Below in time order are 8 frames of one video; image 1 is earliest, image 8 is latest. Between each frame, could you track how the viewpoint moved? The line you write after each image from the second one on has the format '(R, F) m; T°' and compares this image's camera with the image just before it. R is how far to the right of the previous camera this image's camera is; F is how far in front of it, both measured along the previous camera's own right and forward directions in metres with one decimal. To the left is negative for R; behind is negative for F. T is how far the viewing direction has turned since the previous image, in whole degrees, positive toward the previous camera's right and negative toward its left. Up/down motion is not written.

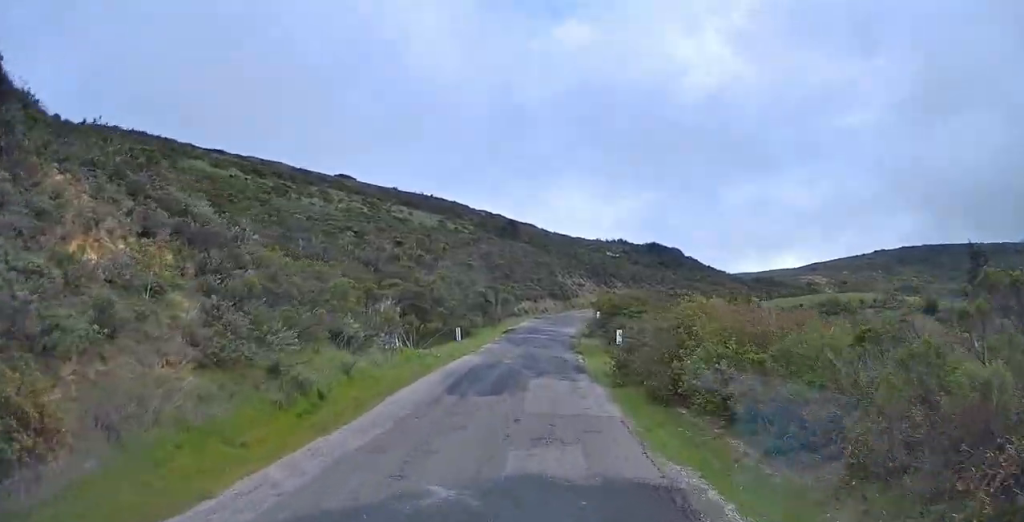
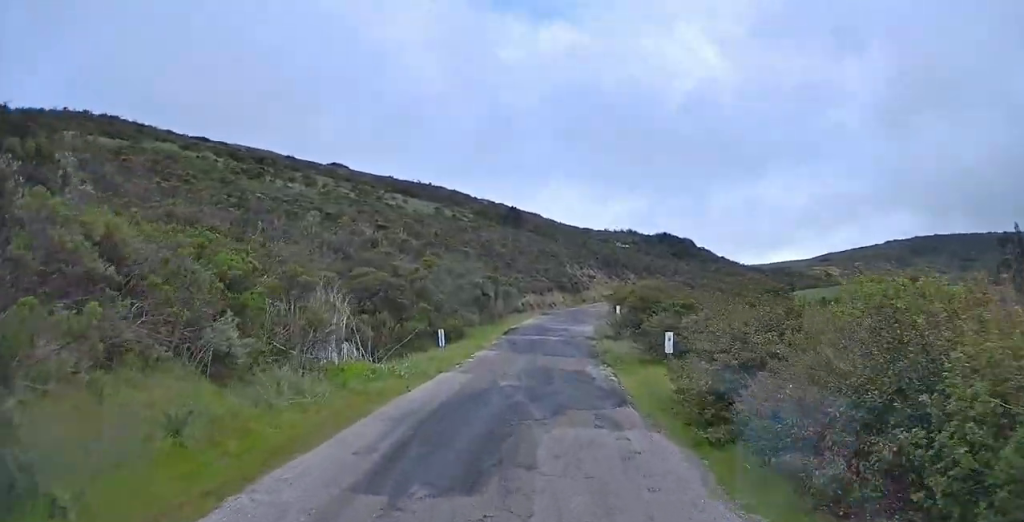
(+1.0, +8.6) m; +4°
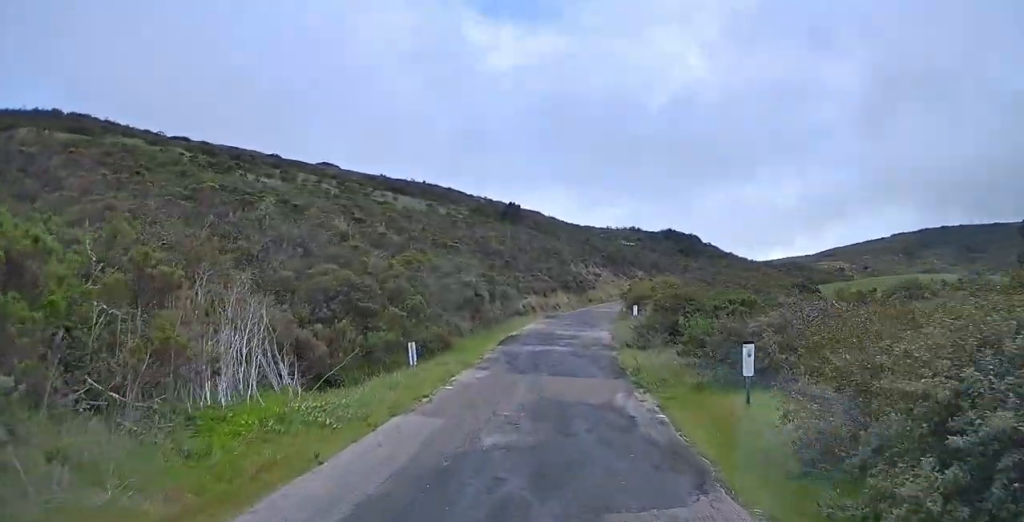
(0.0, +6.9) m; +3°
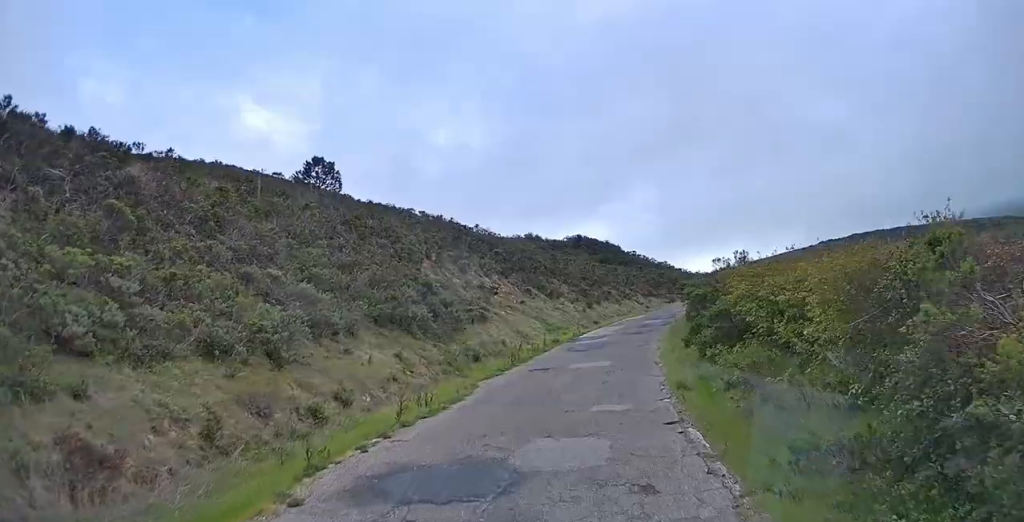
(+2.5, +49.4) m; -8°
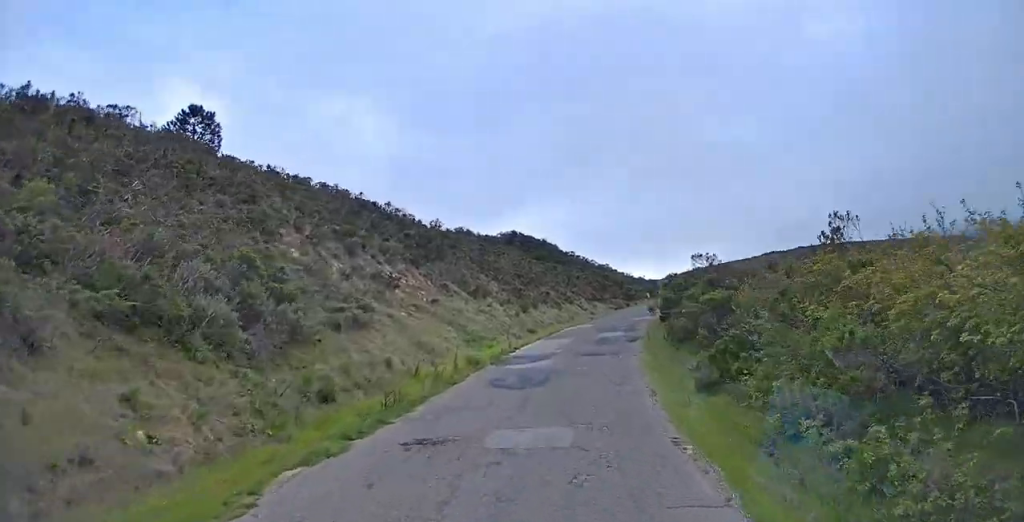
(-1.4, +10.3) m; +6°
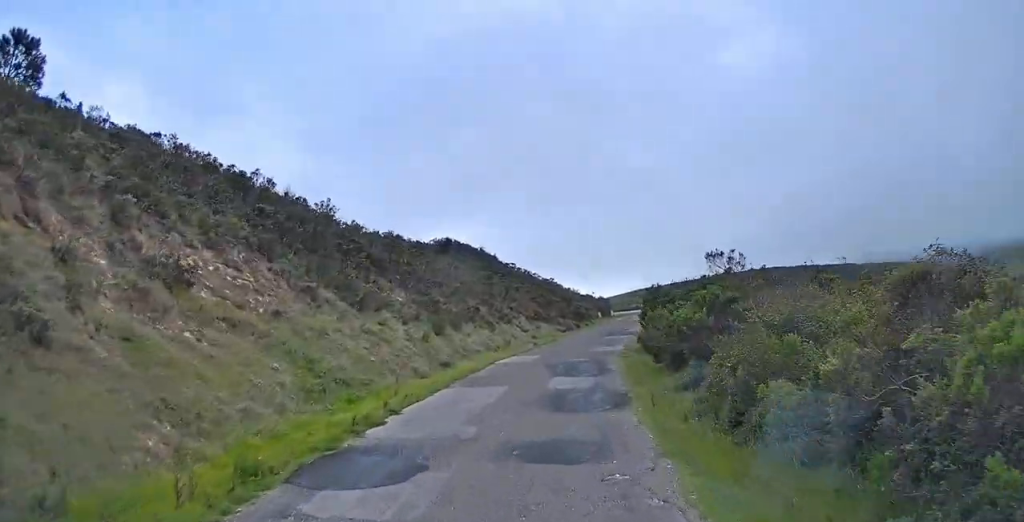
(+3.3, +11.3) m; +16°
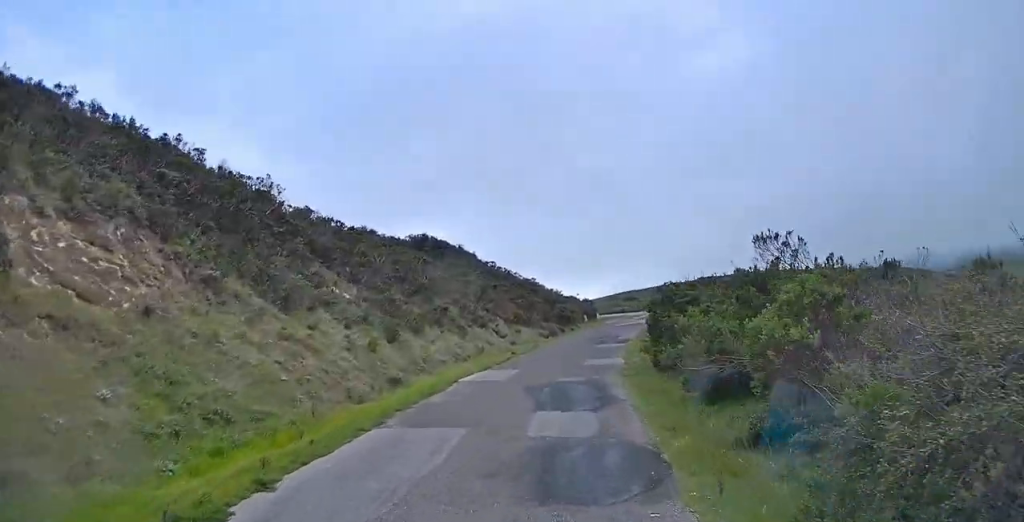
(0.0, +5.4) m; +1°
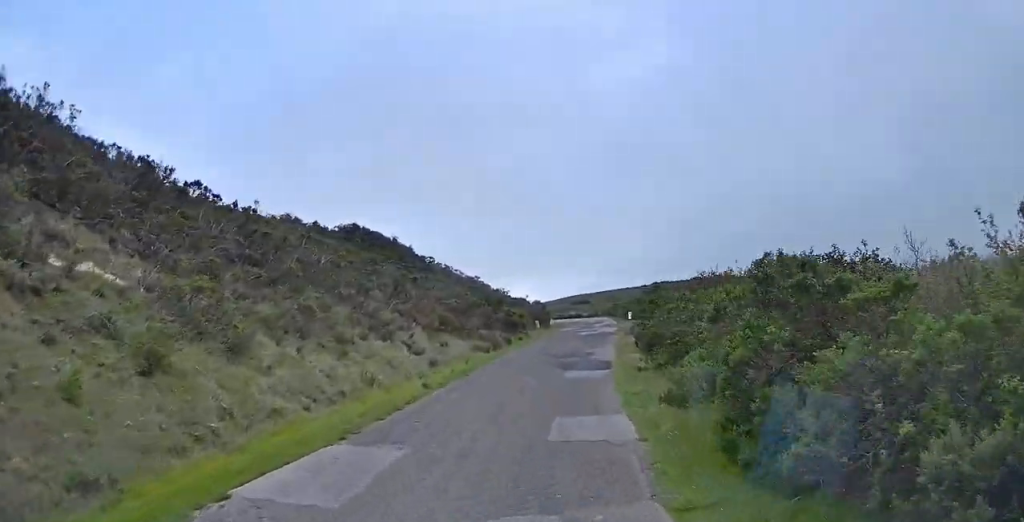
(+0.2, +11.4) m; +4°
